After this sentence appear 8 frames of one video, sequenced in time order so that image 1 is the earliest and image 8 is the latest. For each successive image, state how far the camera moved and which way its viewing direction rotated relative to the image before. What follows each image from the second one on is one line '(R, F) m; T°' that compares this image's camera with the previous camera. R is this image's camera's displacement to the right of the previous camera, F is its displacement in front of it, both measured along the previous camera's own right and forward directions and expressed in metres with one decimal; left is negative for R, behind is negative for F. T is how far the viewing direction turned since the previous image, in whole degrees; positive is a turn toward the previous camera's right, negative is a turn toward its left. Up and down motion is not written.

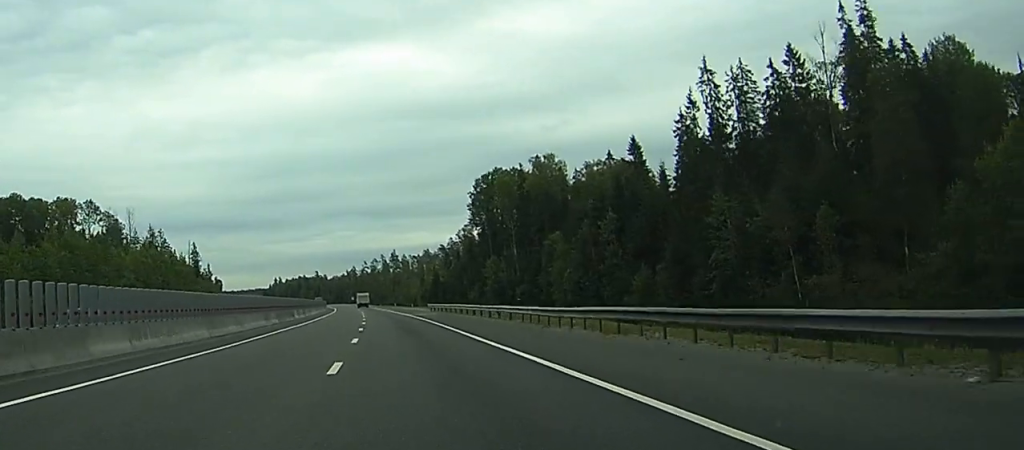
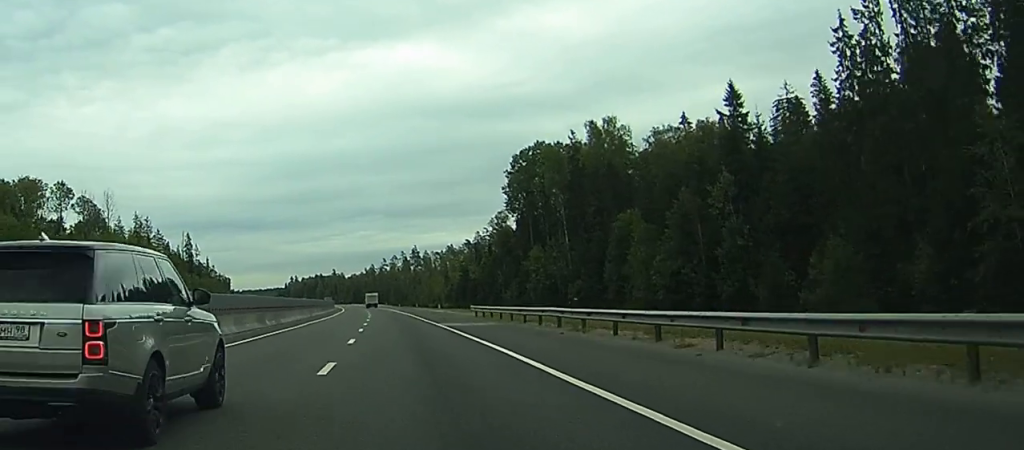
(-0.6, +35.7) m; -2°
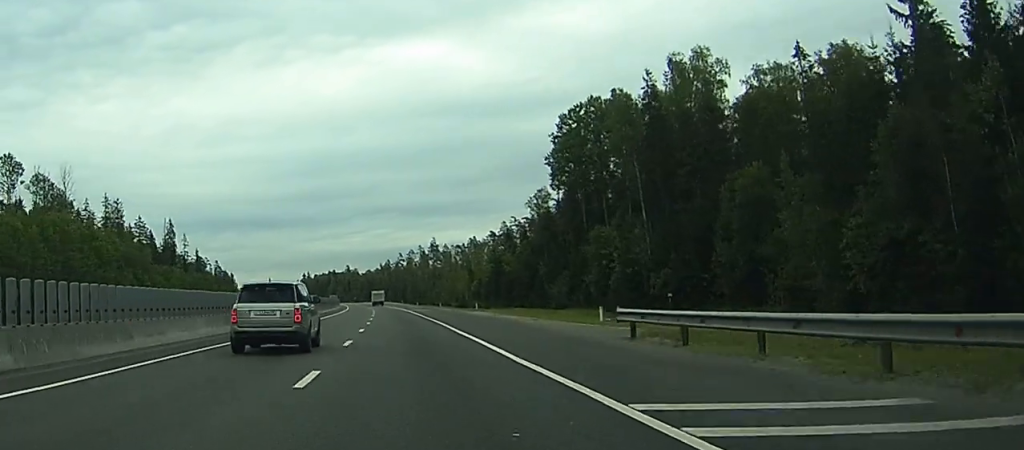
(-0.3, +37.3) m; -1°
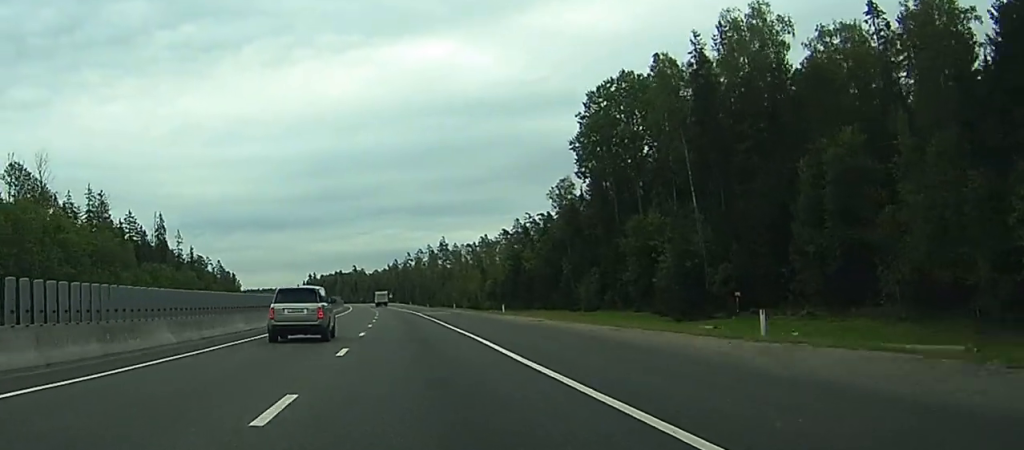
(0.0, +16.0) m; 0°
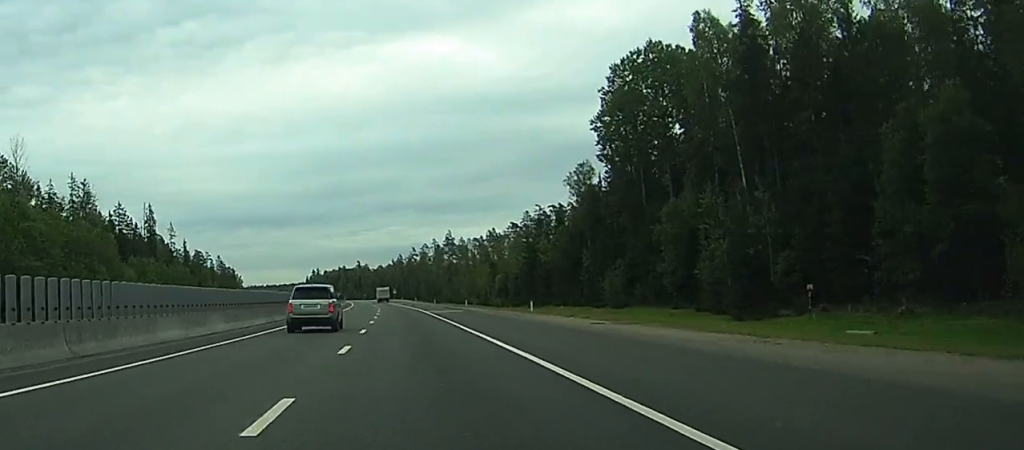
(0.0, +12.5) m; 0°
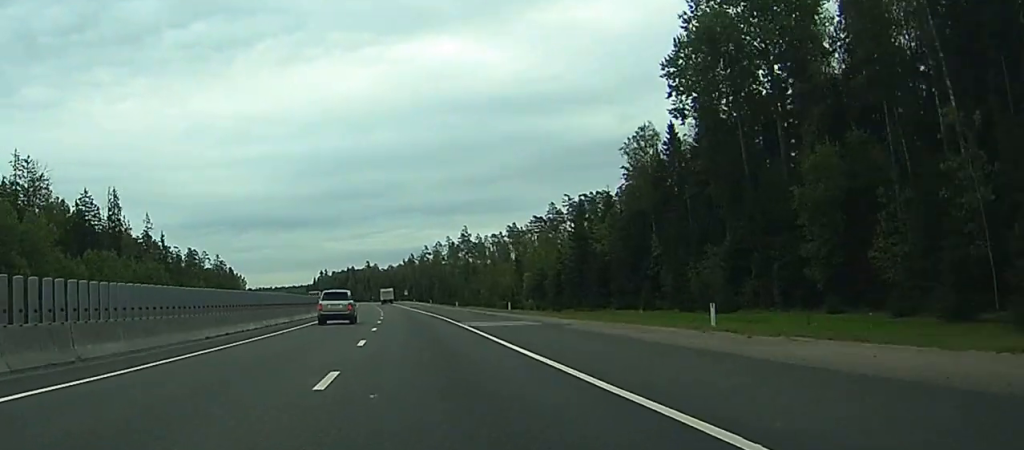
(-0.3, +31.1) m; -1°
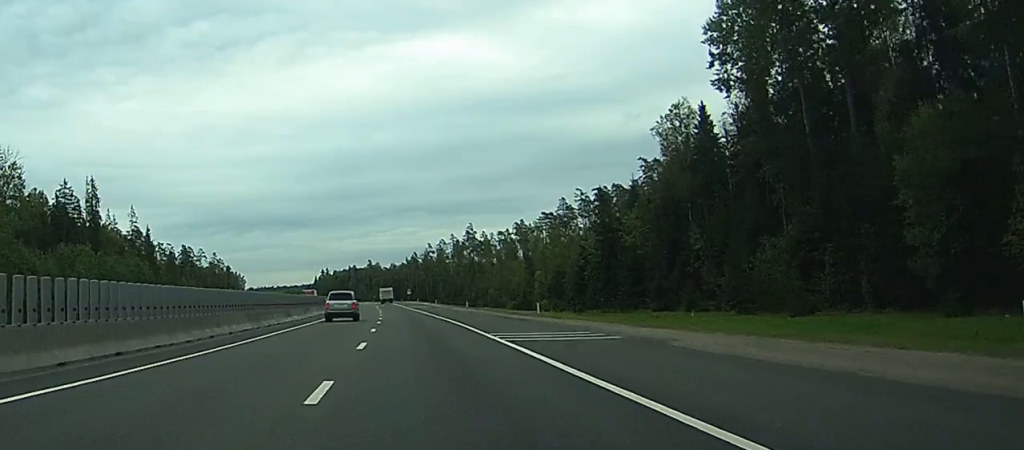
(0.0, +13.3) m; 0°
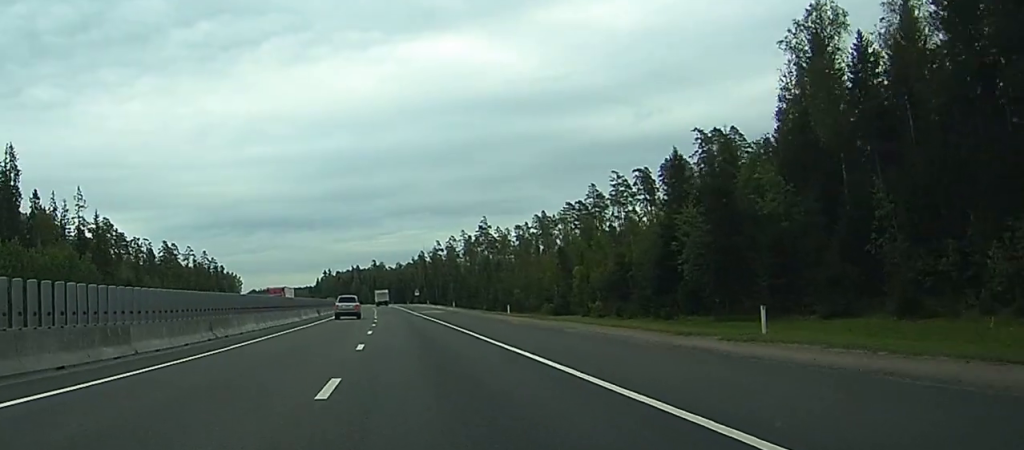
(-0.3, +34.7) m; -1°
